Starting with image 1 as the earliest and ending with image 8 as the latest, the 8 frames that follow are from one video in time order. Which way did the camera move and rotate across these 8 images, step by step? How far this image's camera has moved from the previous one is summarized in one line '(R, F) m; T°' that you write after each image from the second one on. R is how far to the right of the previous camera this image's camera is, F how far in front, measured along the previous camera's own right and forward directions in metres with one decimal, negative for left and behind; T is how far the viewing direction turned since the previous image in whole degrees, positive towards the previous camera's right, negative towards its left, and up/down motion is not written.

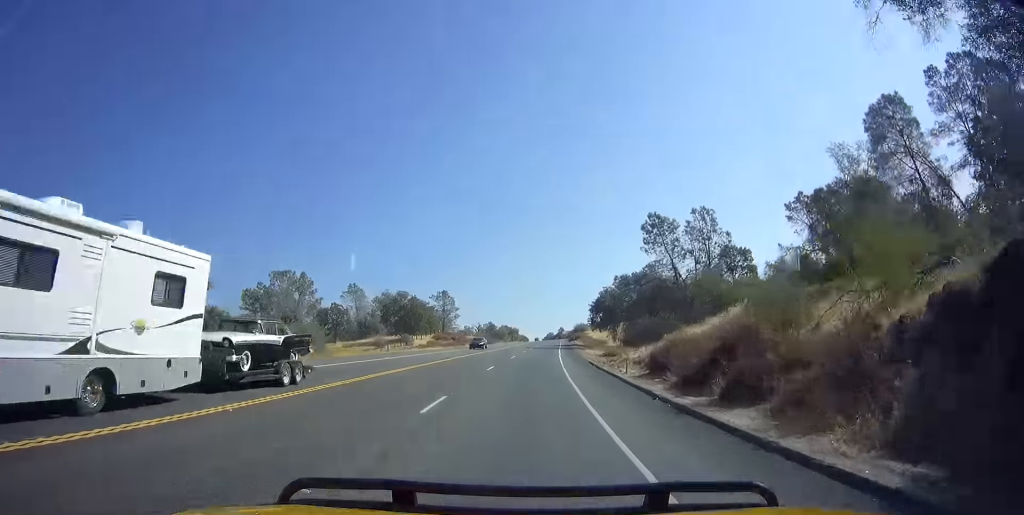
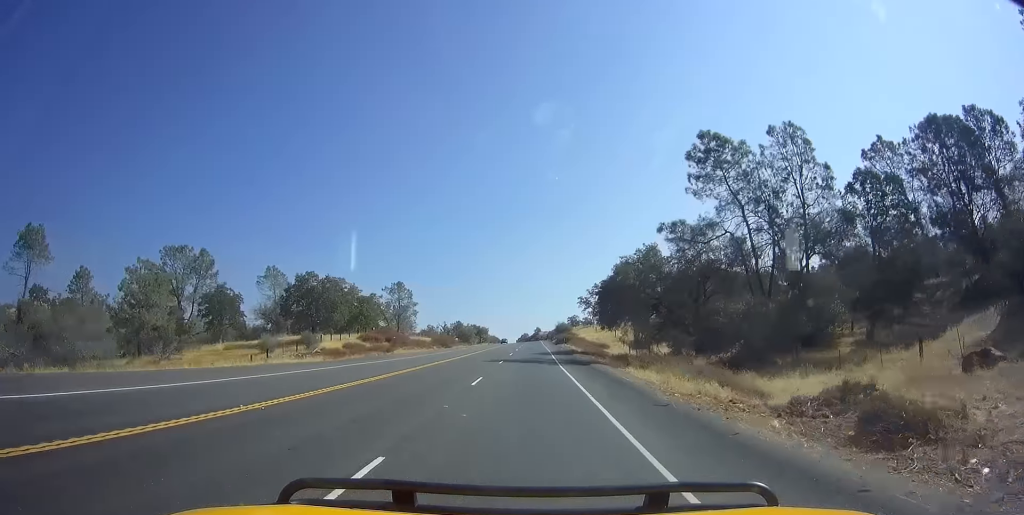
(+1.3, +35.4) m; +3°
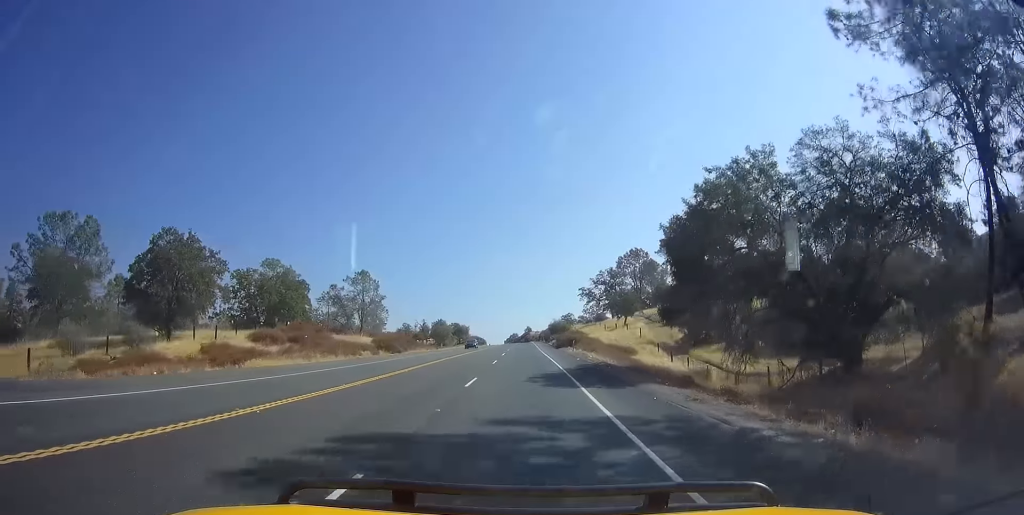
(0.0, +29.3) m; +1°
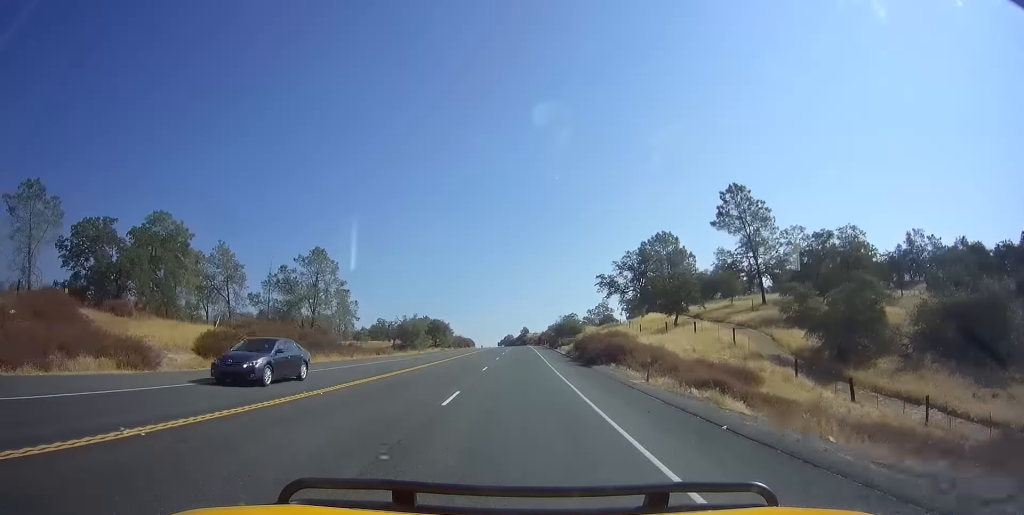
(+0.5, +32.7) m; +1°
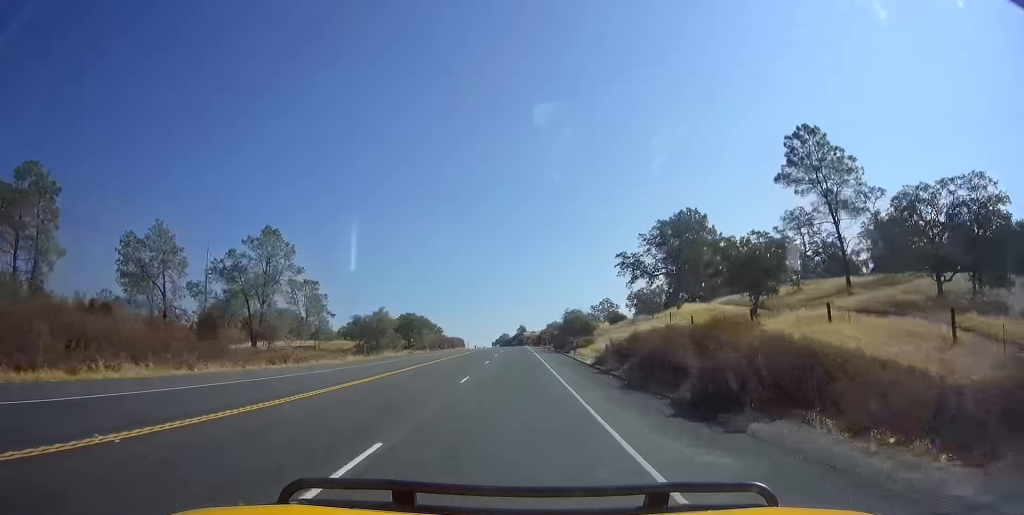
(0.0, +22.3) m; +1°
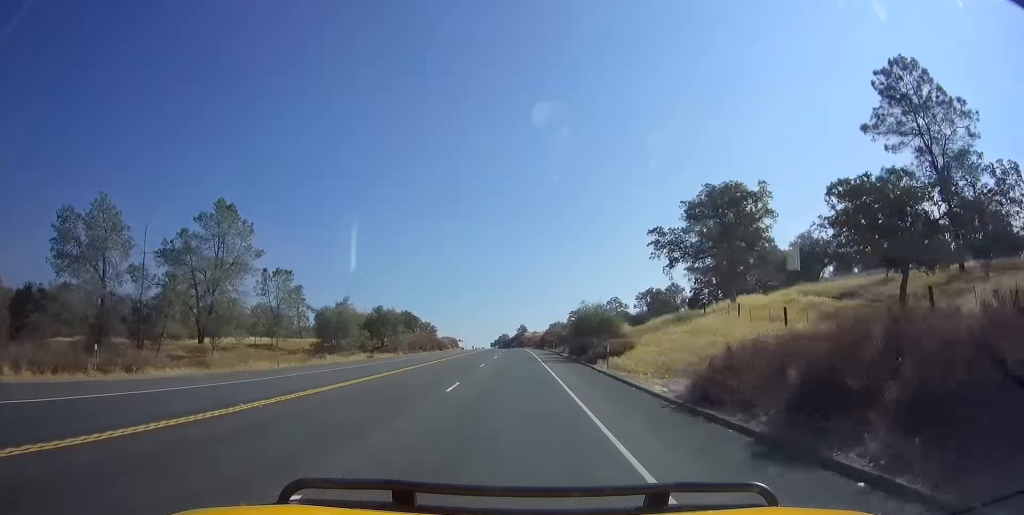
(+0.2, +17.2) m; 0°
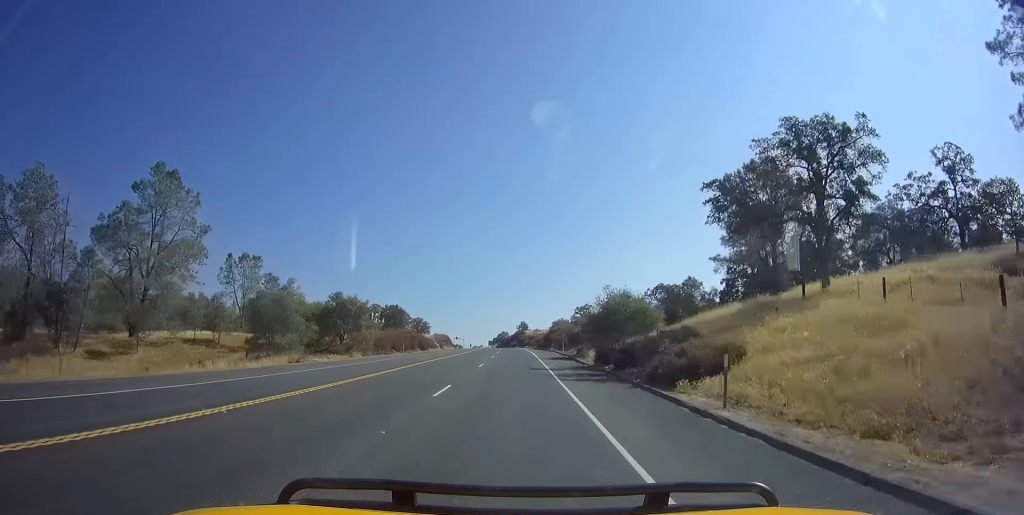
(-0.1, +16.2) m; -1°
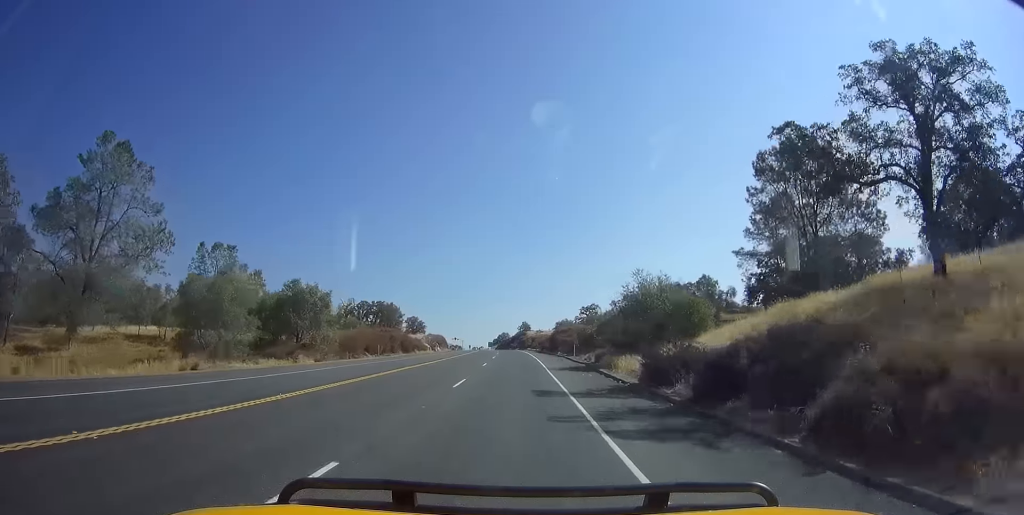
(+0.1, +11.0) m; -1°
